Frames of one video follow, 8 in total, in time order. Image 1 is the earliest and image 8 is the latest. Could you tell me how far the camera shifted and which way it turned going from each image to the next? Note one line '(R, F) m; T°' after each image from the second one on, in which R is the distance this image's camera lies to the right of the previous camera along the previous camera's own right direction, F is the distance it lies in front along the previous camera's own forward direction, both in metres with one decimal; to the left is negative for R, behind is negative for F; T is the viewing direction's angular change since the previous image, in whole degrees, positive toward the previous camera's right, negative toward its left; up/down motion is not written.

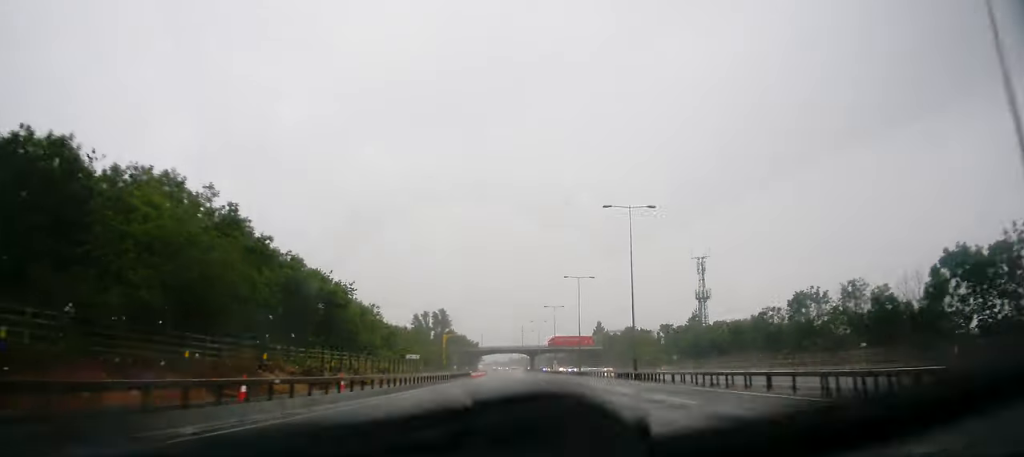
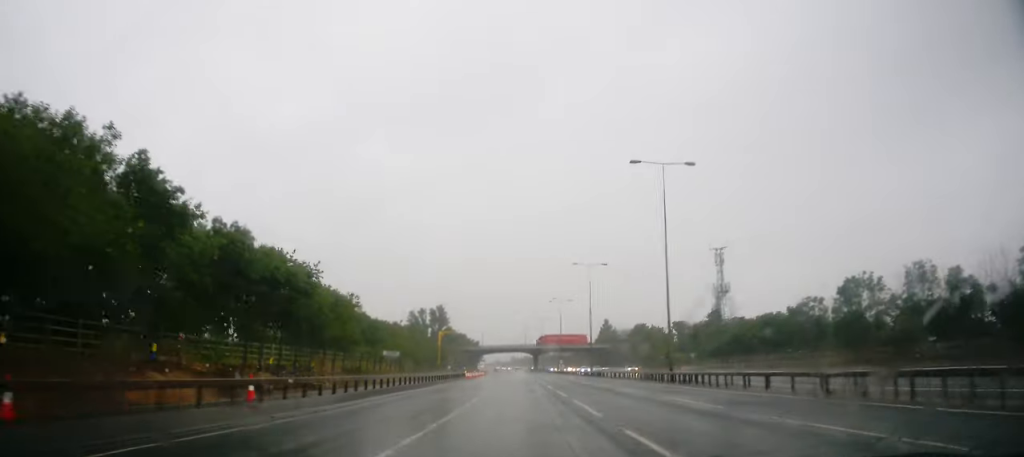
(0.0, +11.8) m; 0°
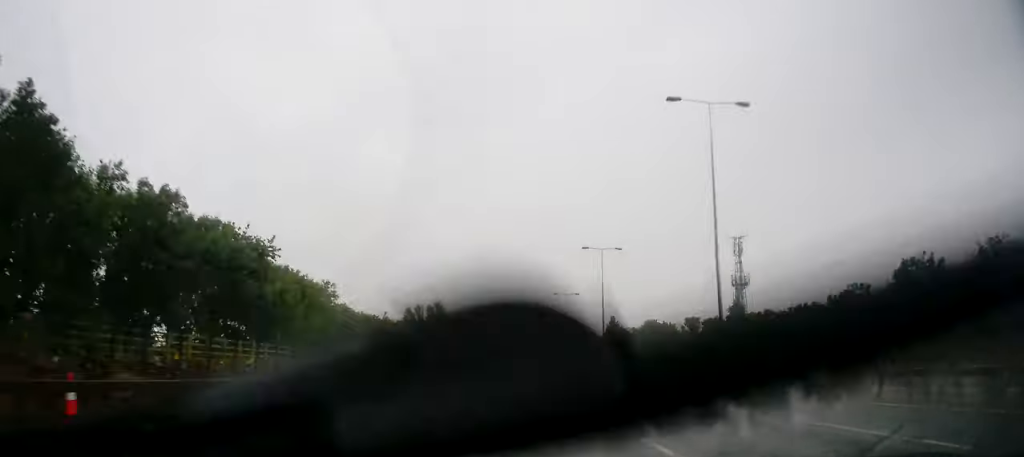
(-0.1, +10.2) m; +1°
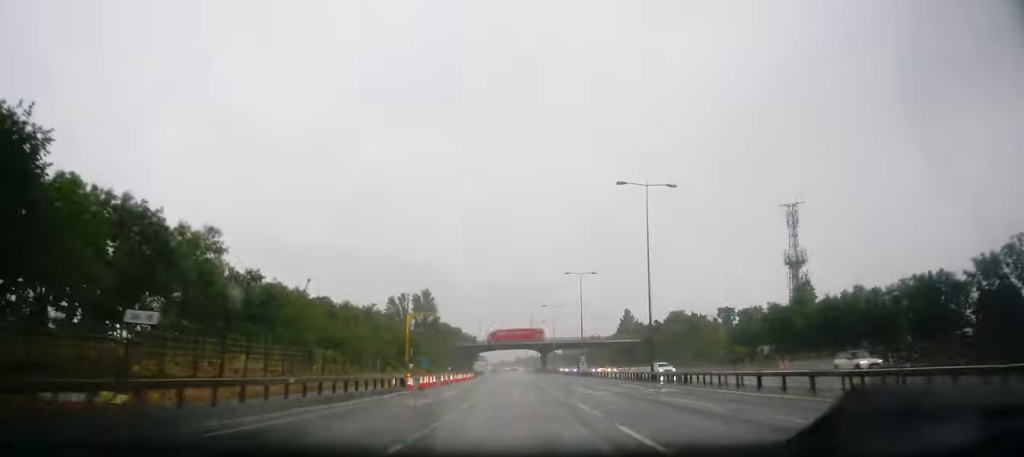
(+0.5, +25.2) m; 0°
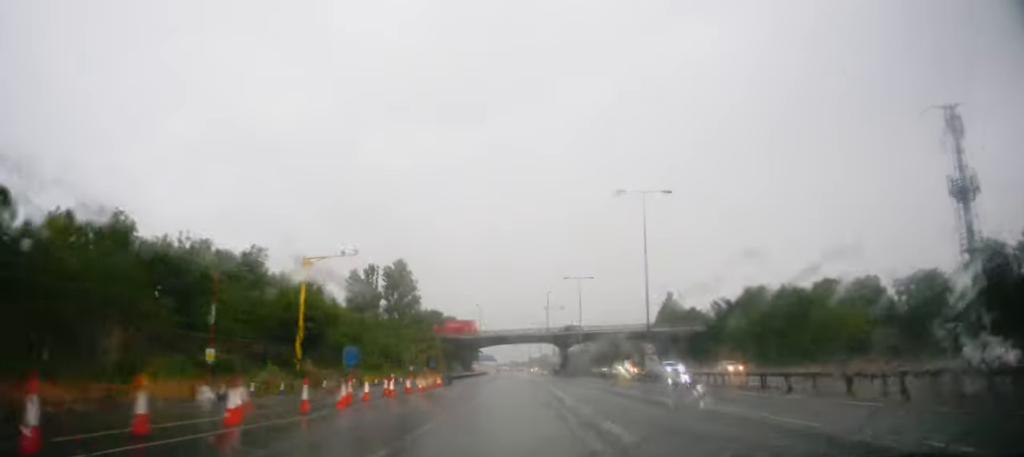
(-1.6, +41.0) m; -3°
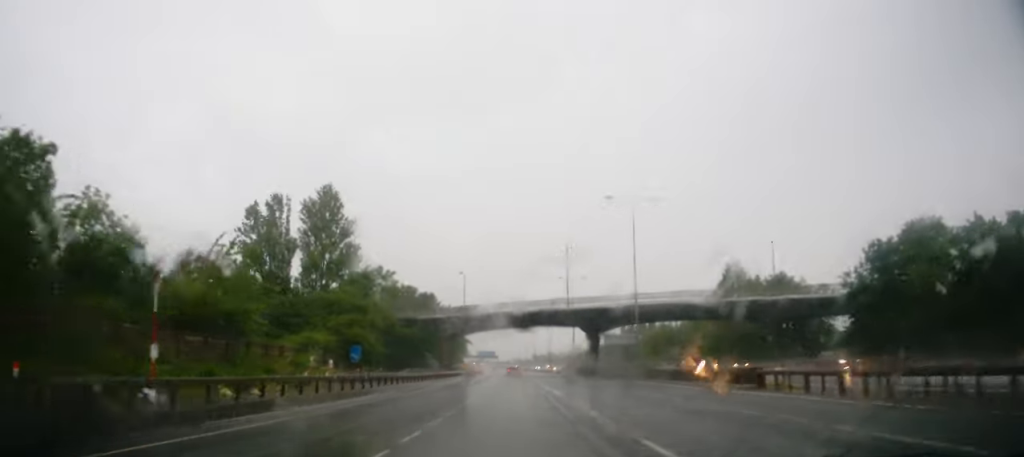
(+0.1, +42.4) m; -1°
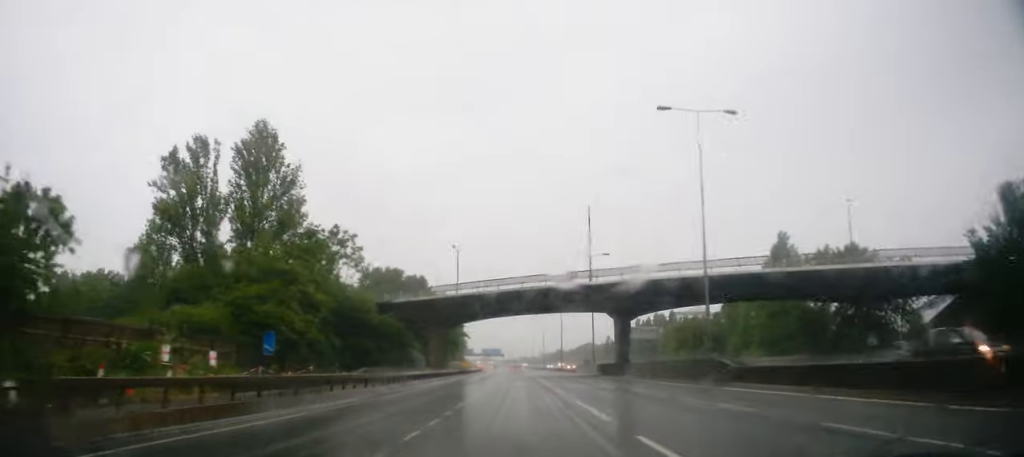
(-0.2, +17.5) m; -1°
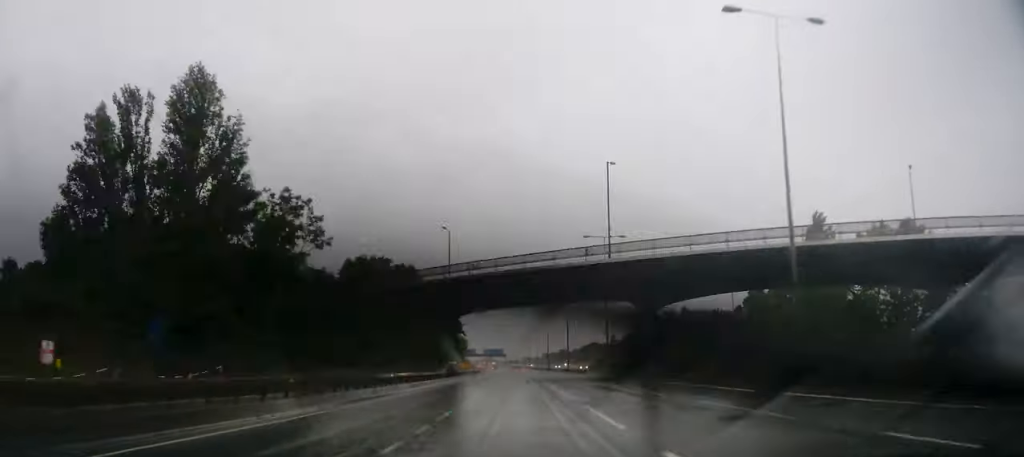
(-0.1, +10.4) m; +1°
